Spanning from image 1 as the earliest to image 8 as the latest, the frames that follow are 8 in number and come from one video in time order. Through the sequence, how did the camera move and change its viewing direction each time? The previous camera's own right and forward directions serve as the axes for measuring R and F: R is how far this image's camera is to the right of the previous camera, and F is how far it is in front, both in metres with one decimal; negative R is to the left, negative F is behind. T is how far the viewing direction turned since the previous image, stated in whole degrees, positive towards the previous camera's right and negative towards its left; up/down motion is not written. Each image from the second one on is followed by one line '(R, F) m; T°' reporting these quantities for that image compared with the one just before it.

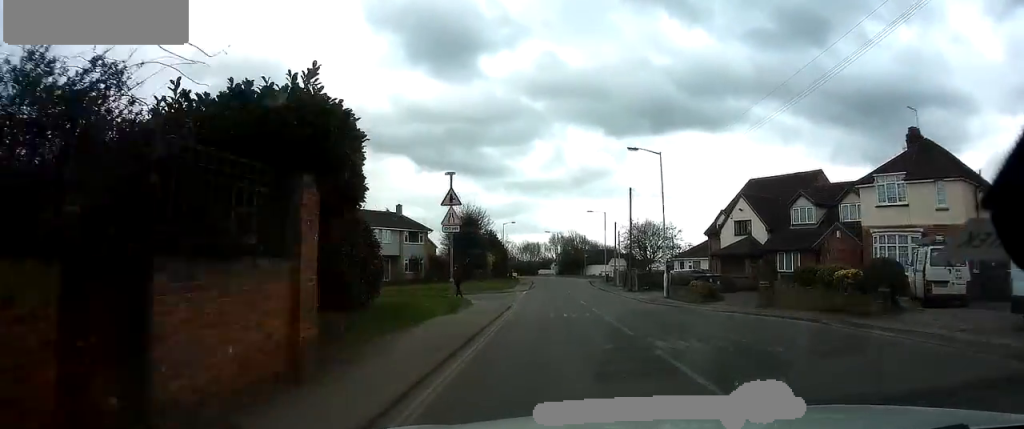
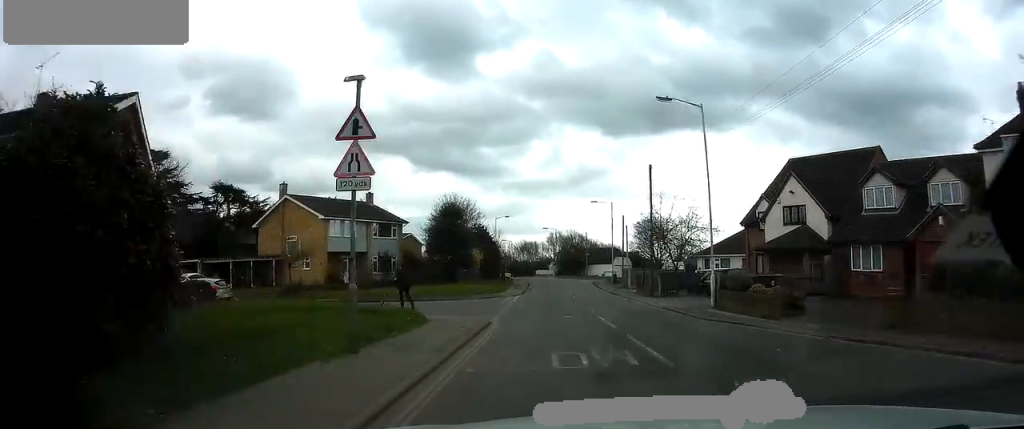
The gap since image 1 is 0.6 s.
(-0.1, +9.5) m; 0°
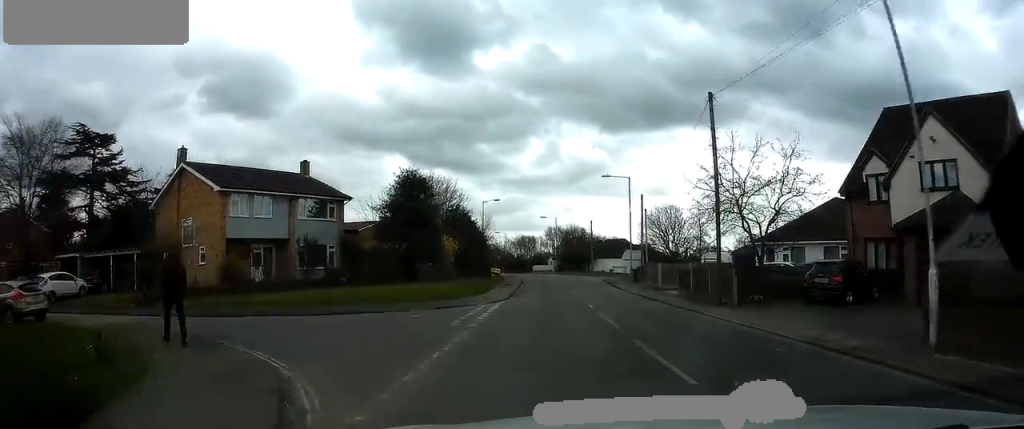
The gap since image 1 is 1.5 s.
(+0.1, +13.8) m; 0°
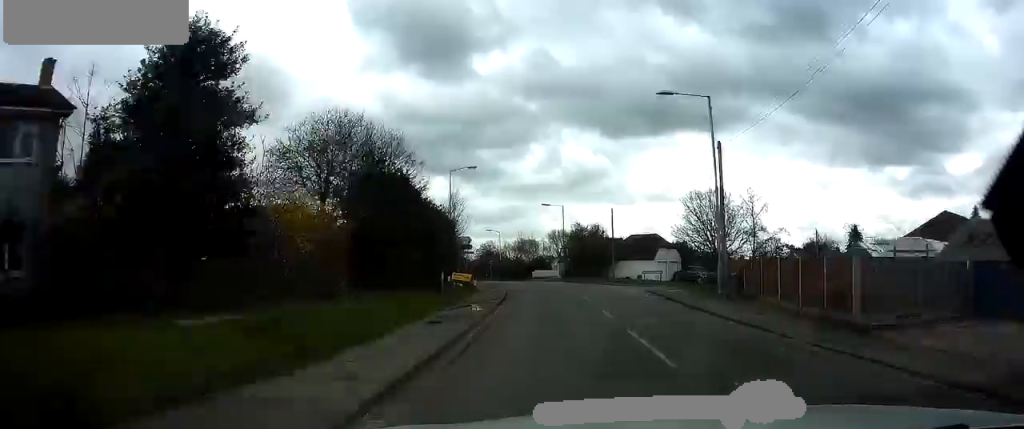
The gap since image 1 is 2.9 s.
(-0.2, +22.8) m; -1°
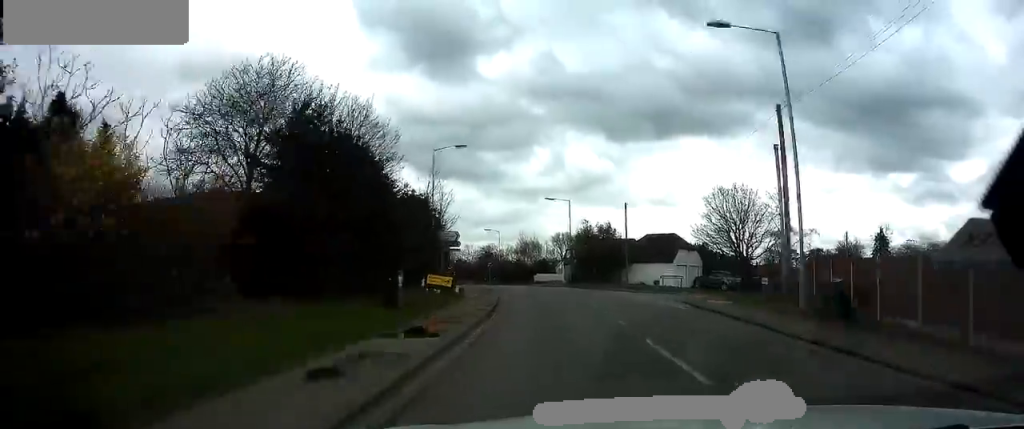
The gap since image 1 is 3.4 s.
(0.0, +7.4) m; 0°
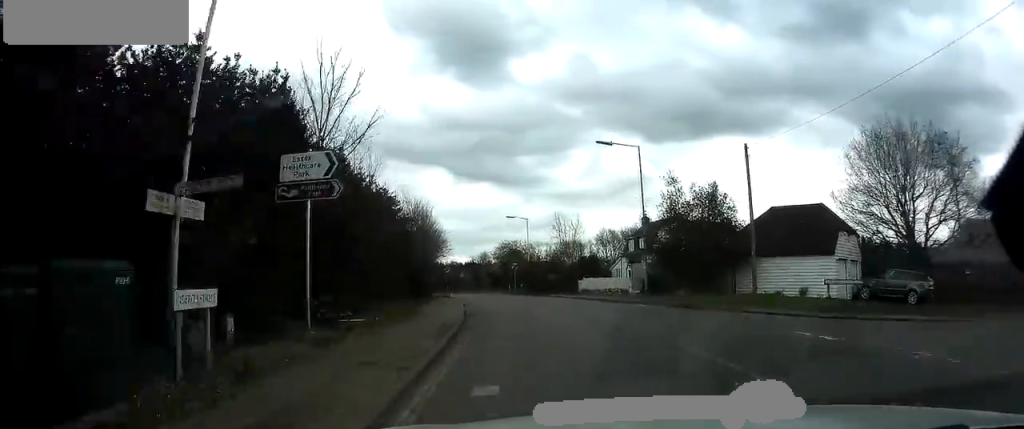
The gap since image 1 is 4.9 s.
(-0.1, +24.9) m; -3°
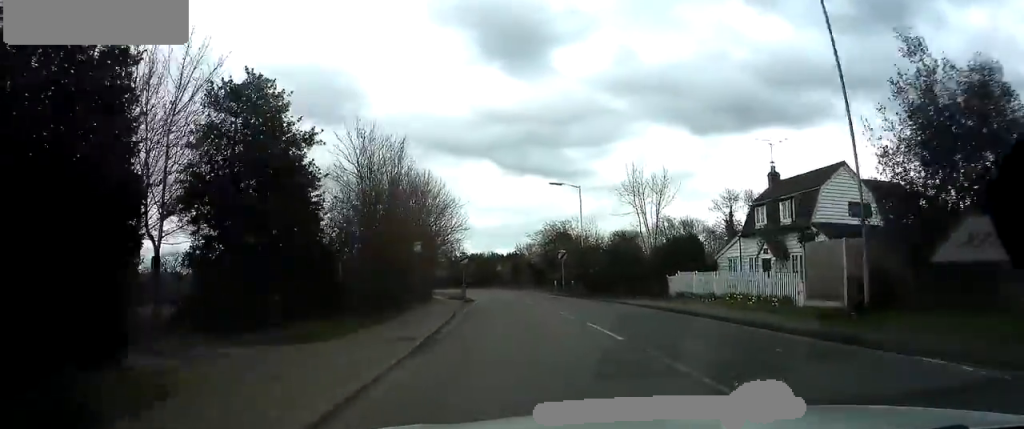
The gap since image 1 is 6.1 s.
(-1.0, +18.5) m; -6°
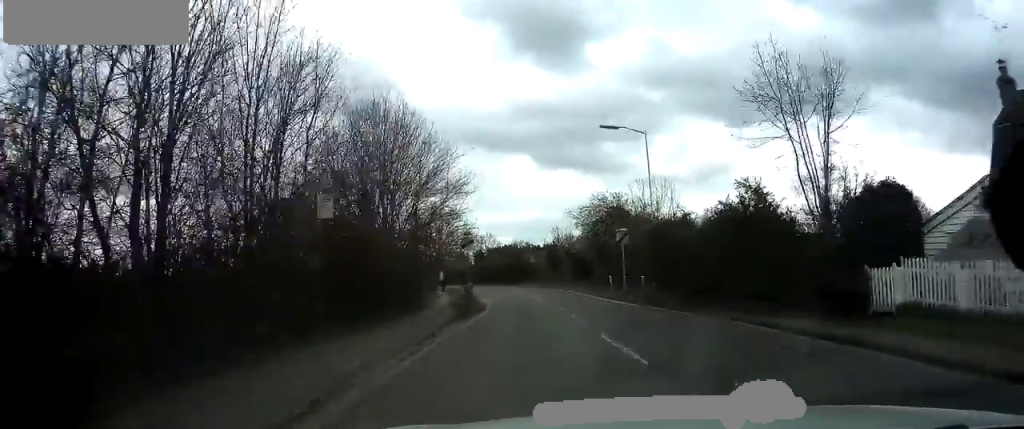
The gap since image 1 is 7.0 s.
(-0.5, +14.7) m; -5°
